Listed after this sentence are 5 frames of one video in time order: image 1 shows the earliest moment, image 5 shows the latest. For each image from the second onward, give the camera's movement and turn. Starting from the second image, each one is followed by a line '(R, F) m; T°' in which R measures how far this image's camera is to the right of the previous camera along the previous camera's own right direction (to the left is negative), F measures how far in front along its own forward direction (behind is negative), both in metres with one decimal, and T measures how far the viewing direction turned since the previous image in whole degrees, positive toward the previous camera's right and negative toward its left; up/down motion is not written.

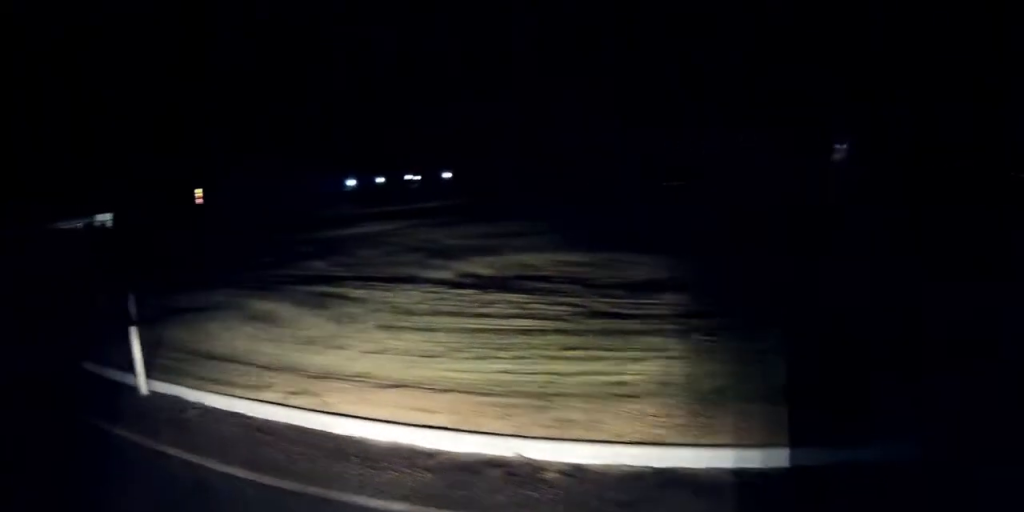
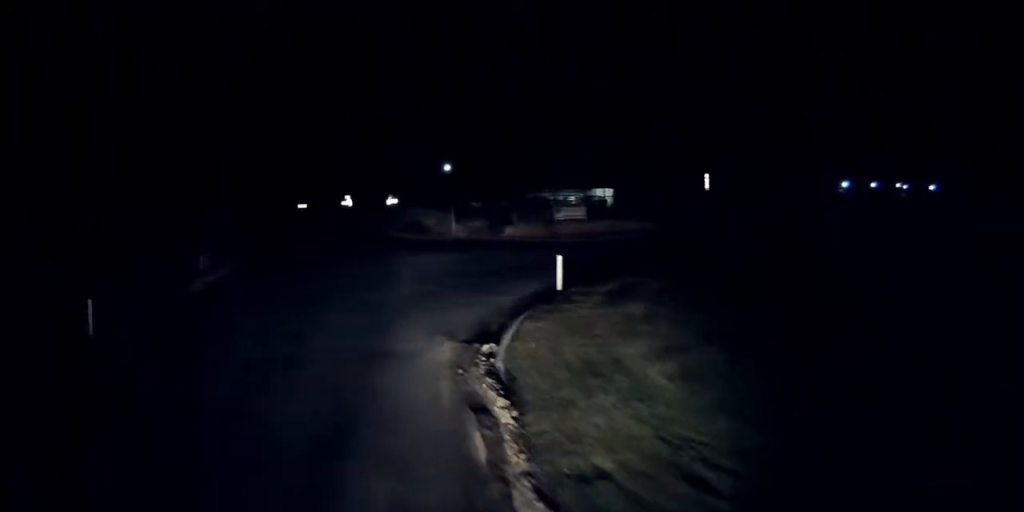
(-2.7, +14.7) m; -17°
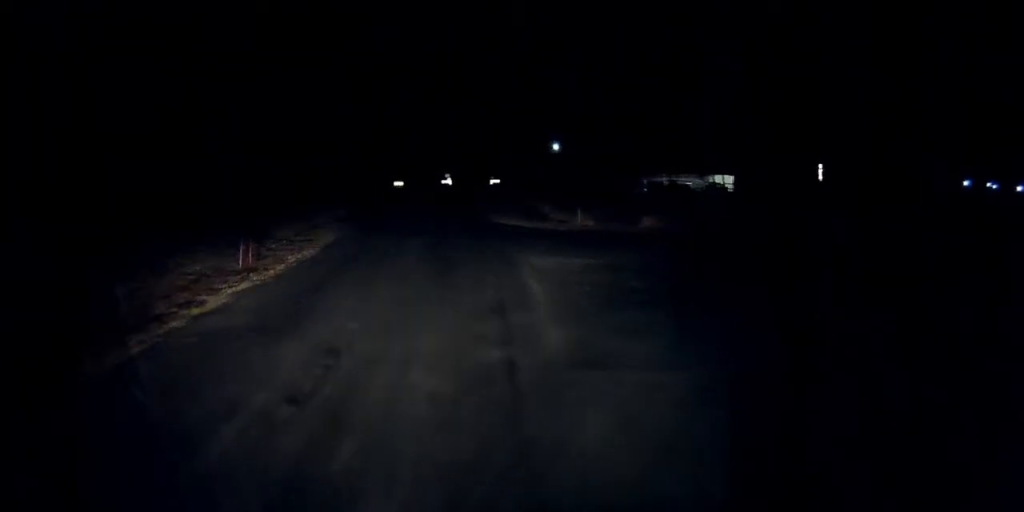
(-0.8, +8.5) m; -6°
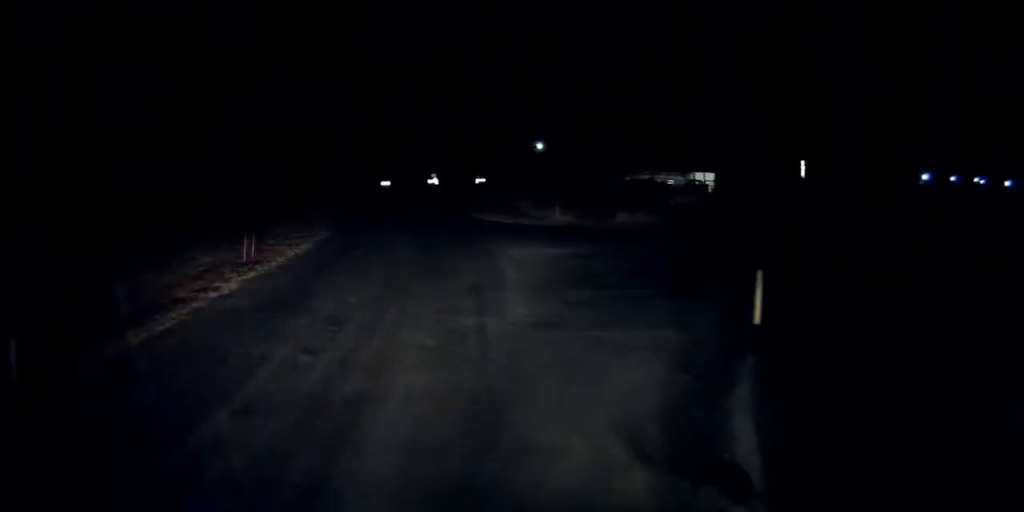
(0.0, +2.0) m; +1°
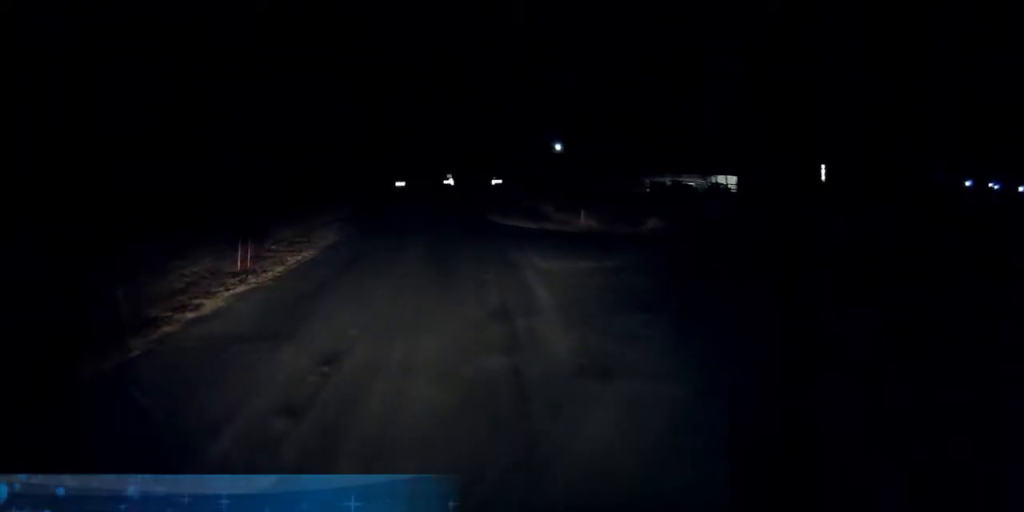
(+0.1, +2.8) m; +1°
